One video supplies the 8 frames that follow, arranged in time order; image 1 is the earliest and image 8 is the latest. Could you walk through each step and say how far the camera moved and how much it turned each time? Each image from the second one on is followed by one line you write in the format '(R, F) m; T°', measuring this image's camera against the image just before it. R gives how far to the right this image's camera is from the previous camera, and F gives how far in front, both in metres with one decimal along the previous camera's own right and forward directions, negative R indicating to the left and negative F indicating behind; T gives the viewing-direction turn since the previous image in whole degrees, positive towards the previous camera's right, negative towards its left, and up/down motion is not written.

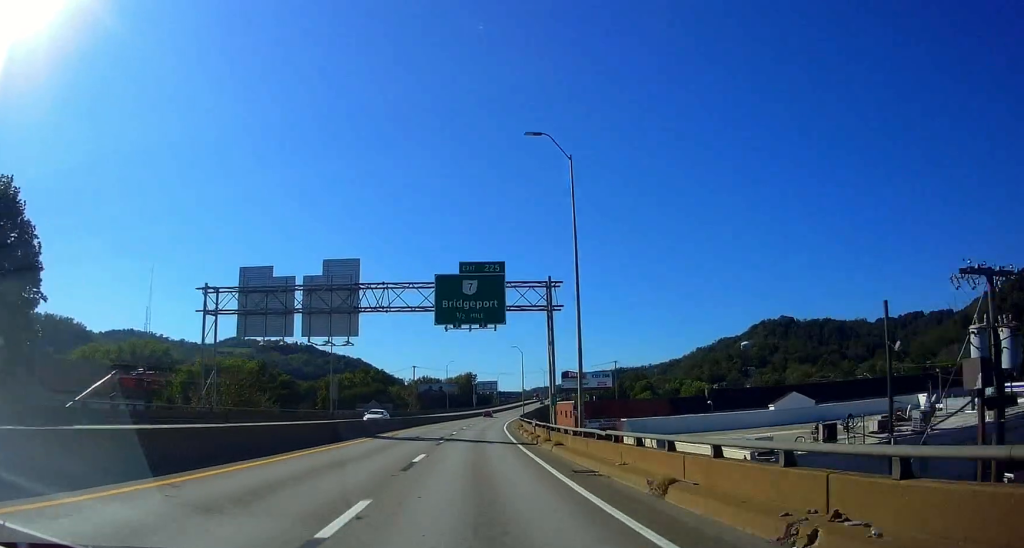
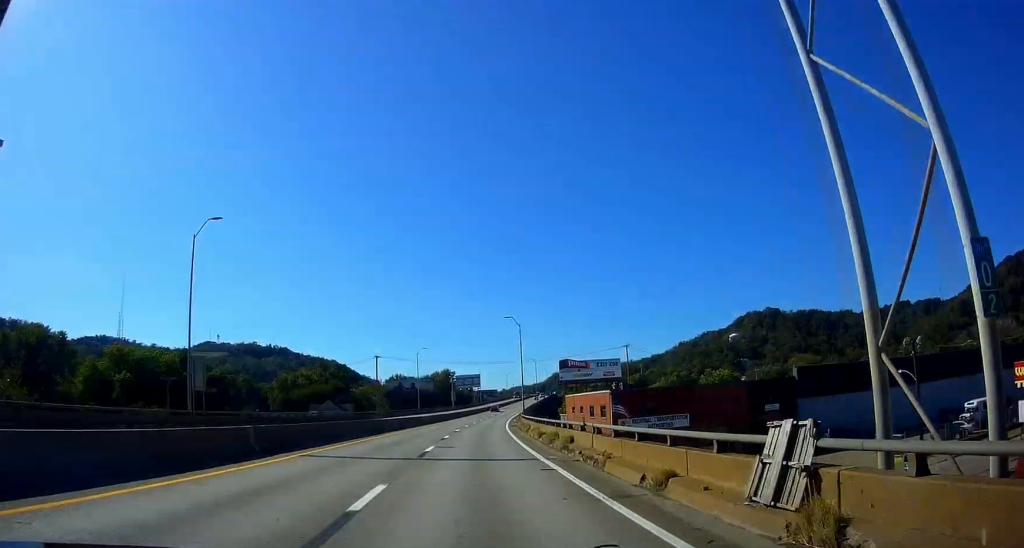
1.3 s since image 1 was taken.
(+1.0, +33.9) m; +3°
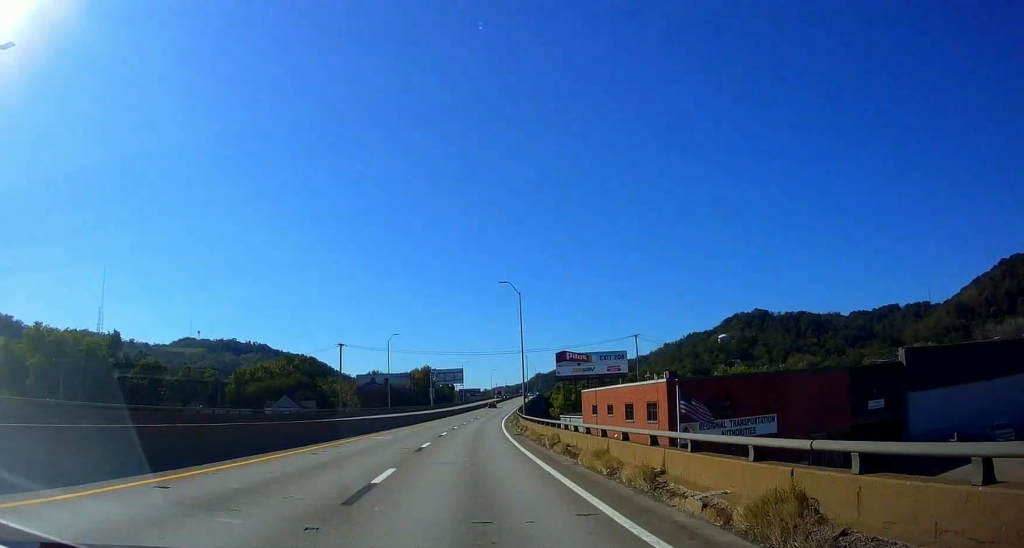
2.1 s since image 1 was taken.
(0.0, +21.7) m; +2°
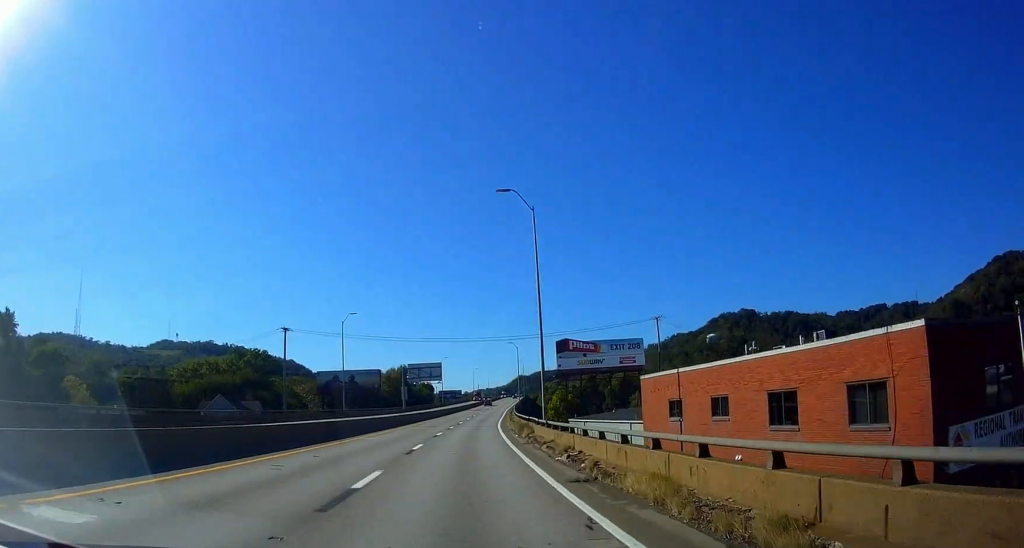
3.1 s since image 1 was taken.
(+0.6, +25.0) m; +2°
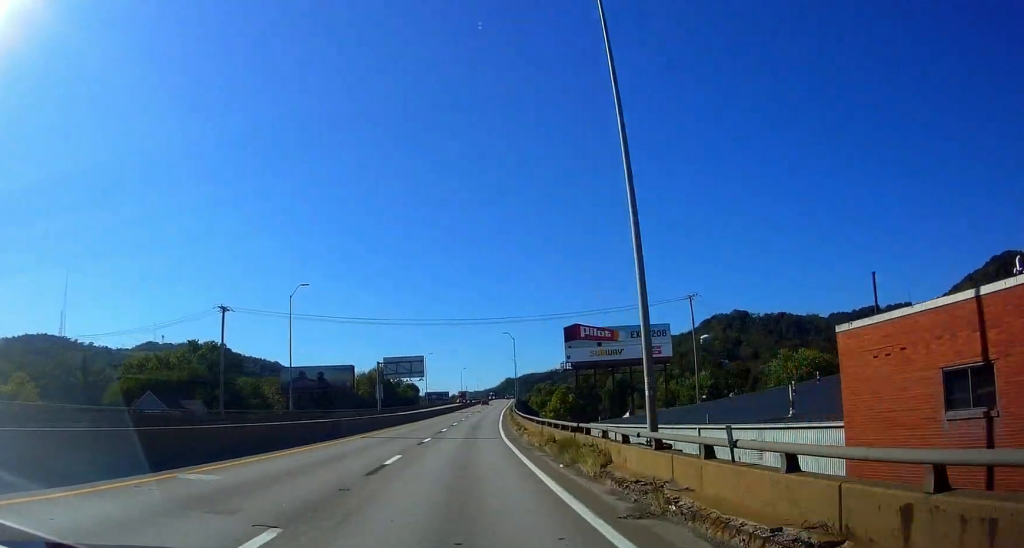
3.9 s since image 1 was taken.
(+0.2, +19.0) m; +1°
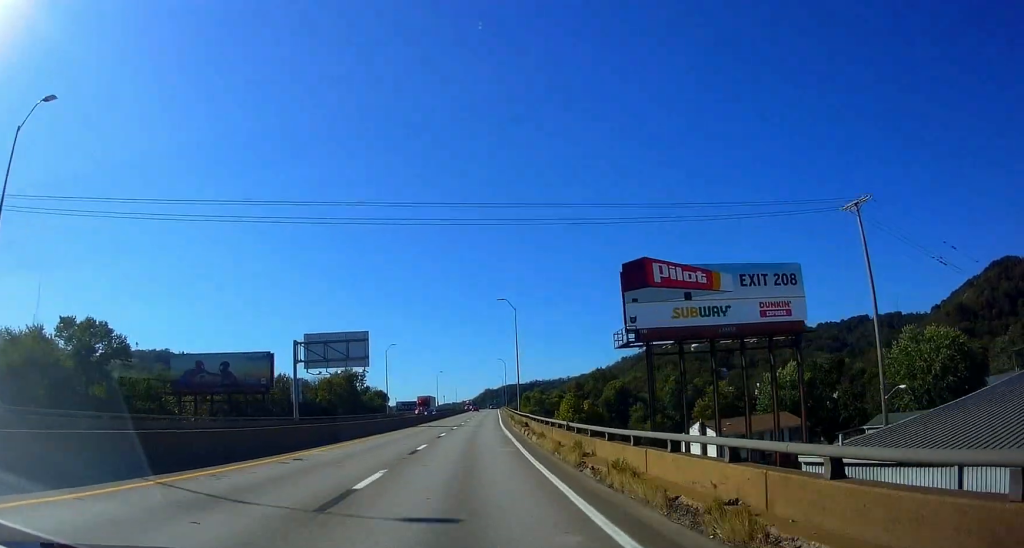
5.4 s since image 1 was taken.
(+0.1, +40.4) m; +2°
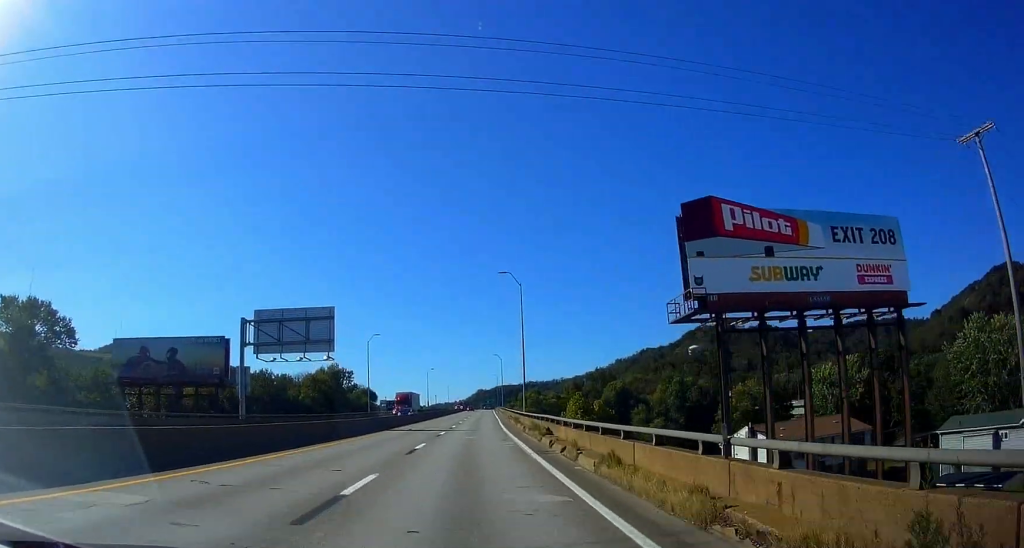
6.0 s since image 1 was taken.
(+0.5, +13.6) m; +1°
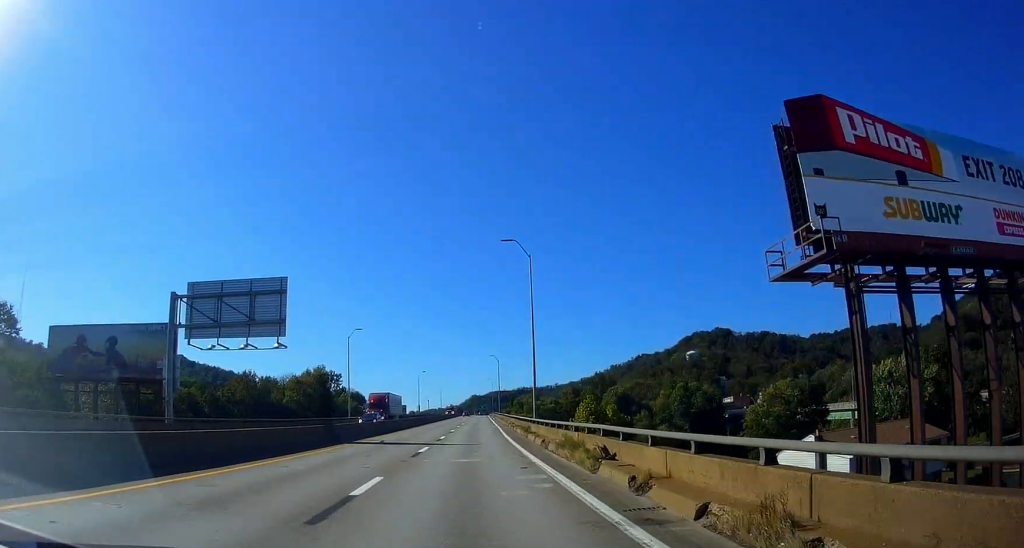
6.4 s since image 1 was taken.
(+0.2, +11.9) m; +1°
